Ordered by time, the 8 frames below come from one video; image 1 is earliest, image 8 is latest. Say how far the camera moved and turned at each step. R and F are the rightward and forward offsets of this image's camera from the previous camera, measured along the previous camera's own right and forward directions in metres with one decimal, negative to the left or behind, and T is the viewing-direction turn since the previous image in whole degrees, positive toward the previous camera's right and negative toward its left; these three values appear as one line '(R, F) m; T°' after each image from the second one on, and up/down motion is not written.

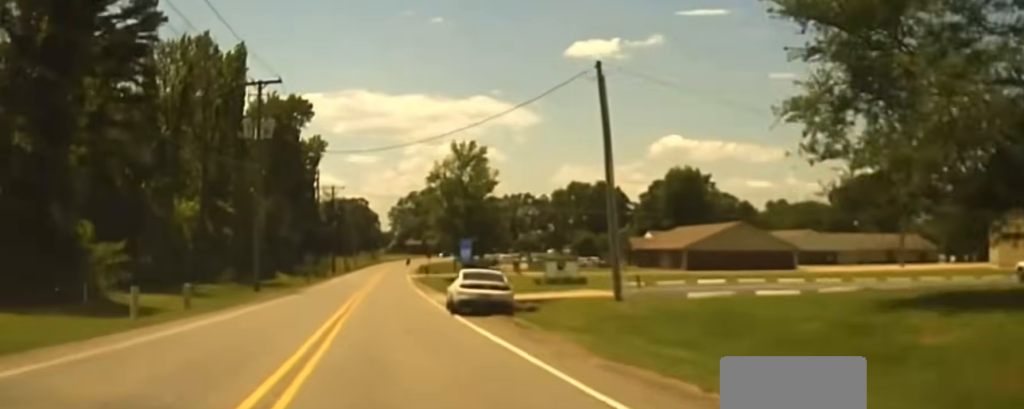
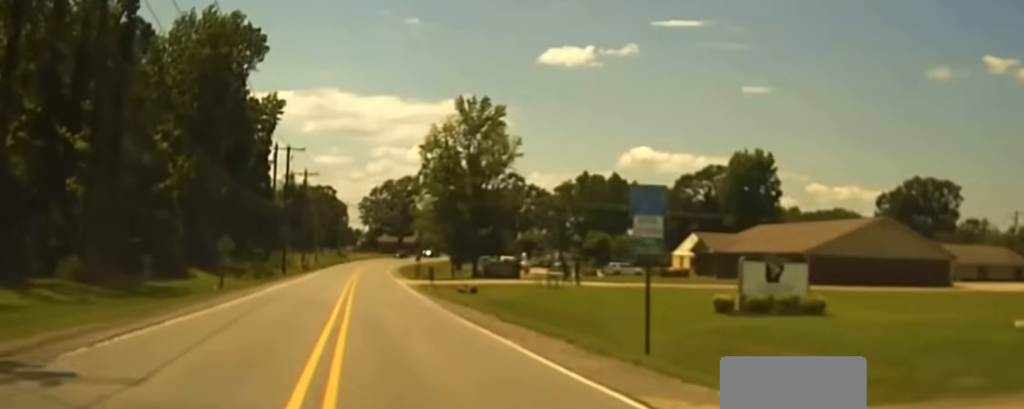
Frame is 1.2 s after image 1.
(+0.4, +40.8) m; +2°
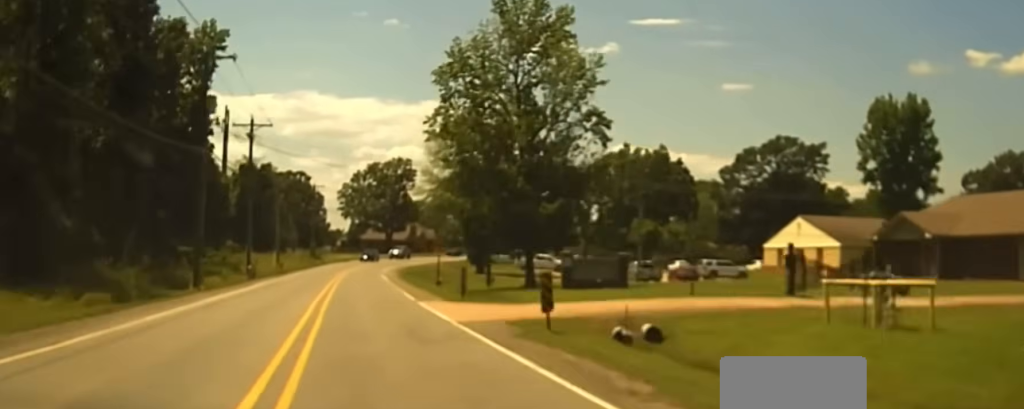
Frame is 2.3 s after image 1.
(+0.6, +41.2) m; +2°
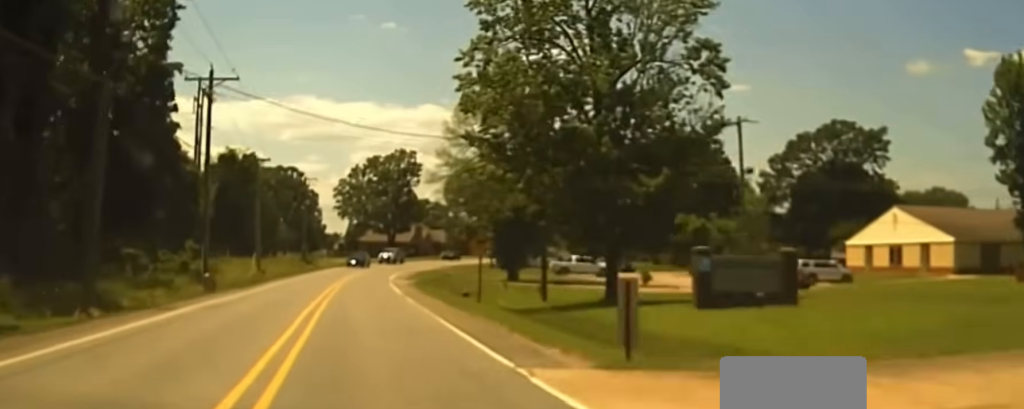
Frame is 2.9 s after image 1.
(+0.2, +19.5) m; +1°
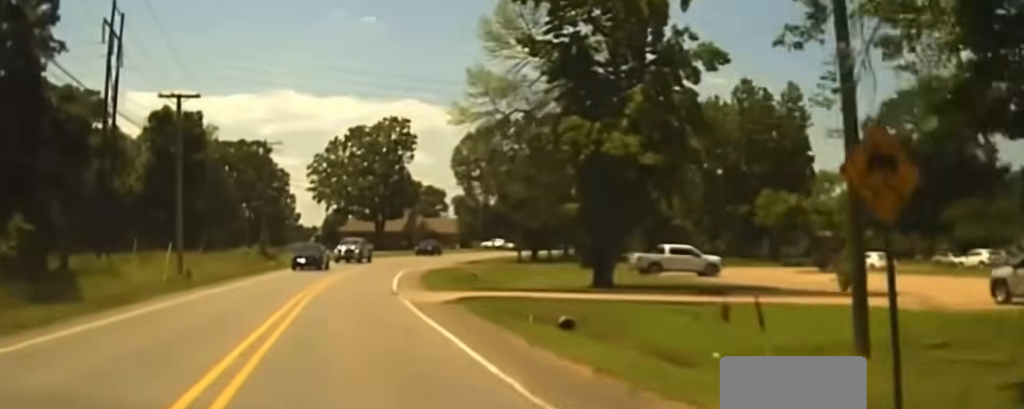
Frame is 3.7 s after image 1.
(+0.2, +31.7) m; +1°
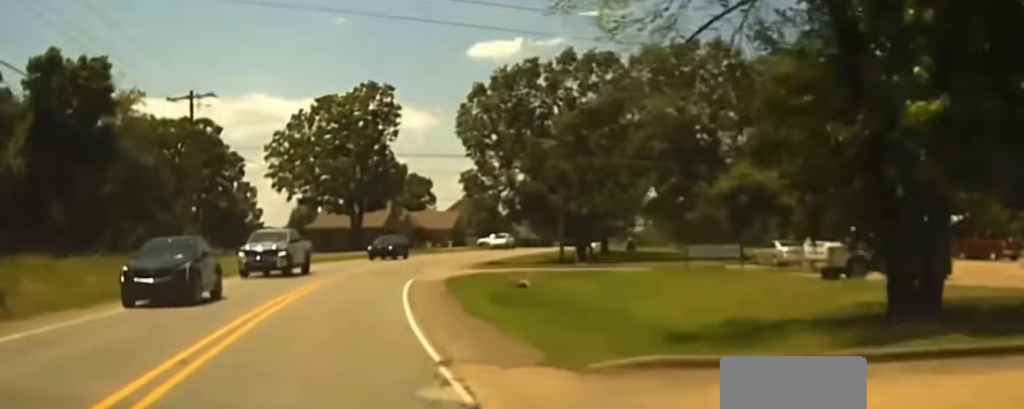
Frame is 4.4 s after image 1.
(-0.2, +27.6) m; +2°
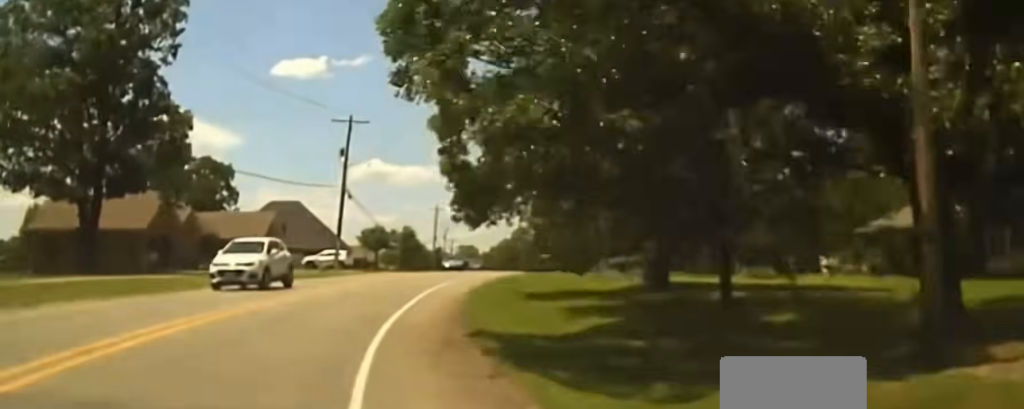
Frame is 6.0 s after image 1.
(+5.5, +49.7) m; +13°
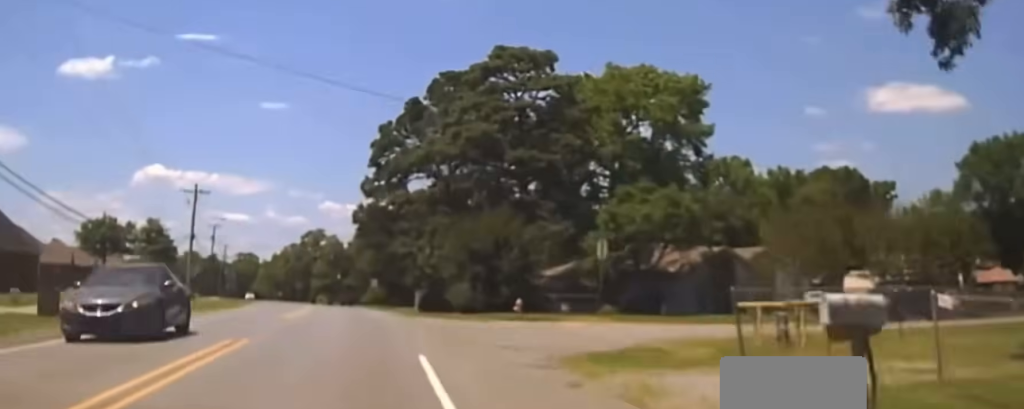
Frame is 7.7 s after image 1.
(+6.7, +53.6) m; +10°
